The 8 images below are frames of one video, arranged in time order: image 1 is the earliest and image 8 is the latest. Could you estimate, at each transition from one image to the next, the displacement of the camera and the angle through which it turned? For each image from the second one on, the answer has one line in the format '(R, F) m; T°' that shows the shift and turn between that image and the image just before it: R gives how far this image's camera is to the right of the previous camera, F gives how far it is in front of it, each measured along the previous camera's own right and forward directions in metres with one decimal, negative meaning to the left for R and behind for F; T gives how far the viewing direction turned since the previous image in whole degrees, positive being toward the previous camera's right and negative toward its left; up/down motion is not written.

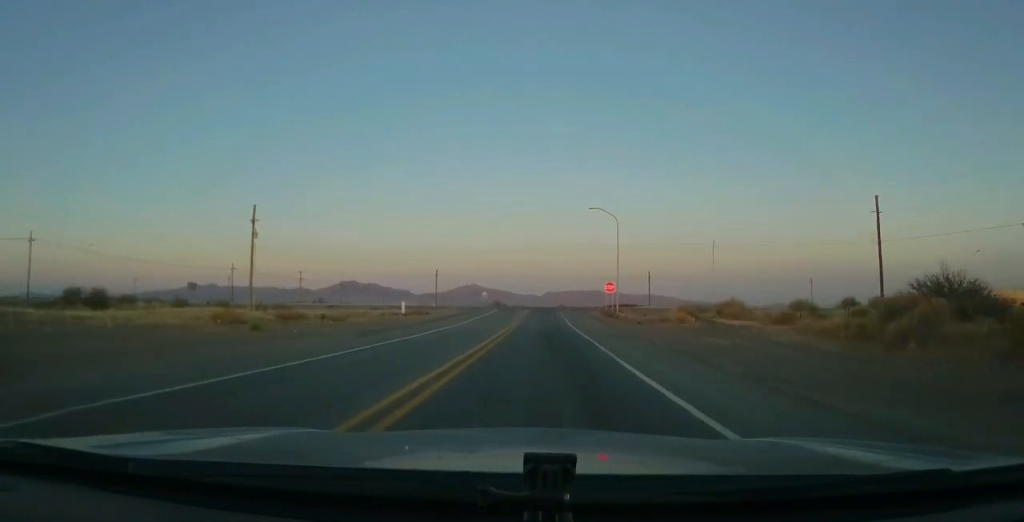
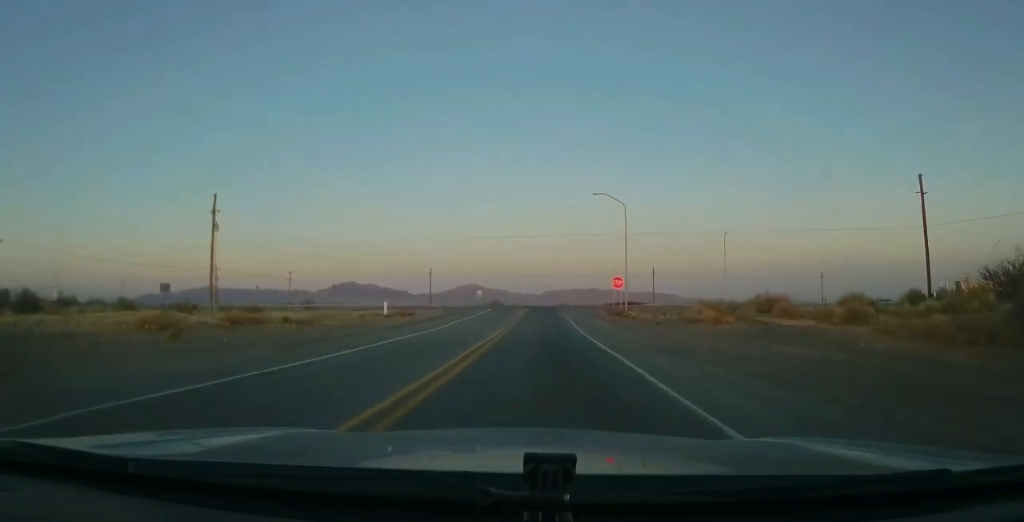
(0.0, +7.6) m; 0°
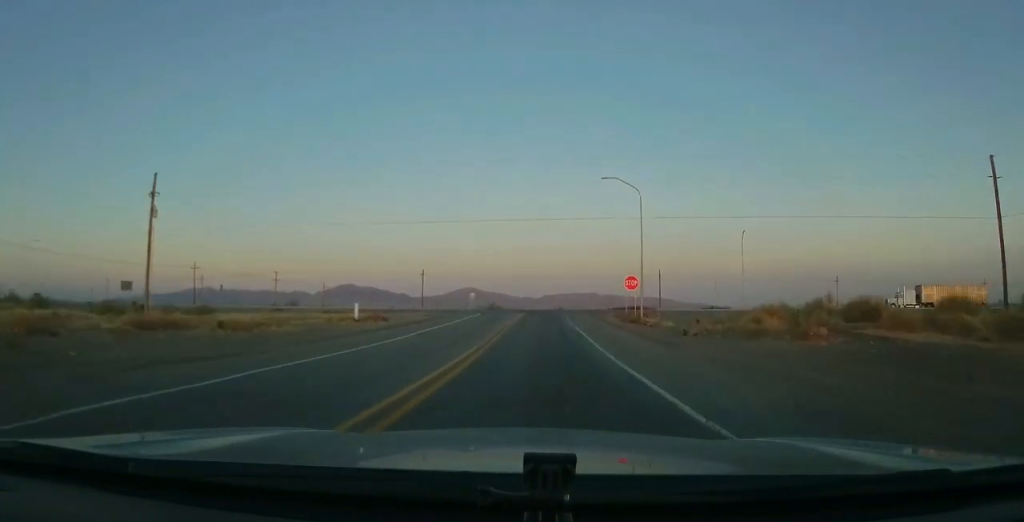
(0.0, +9.4) m; -1°
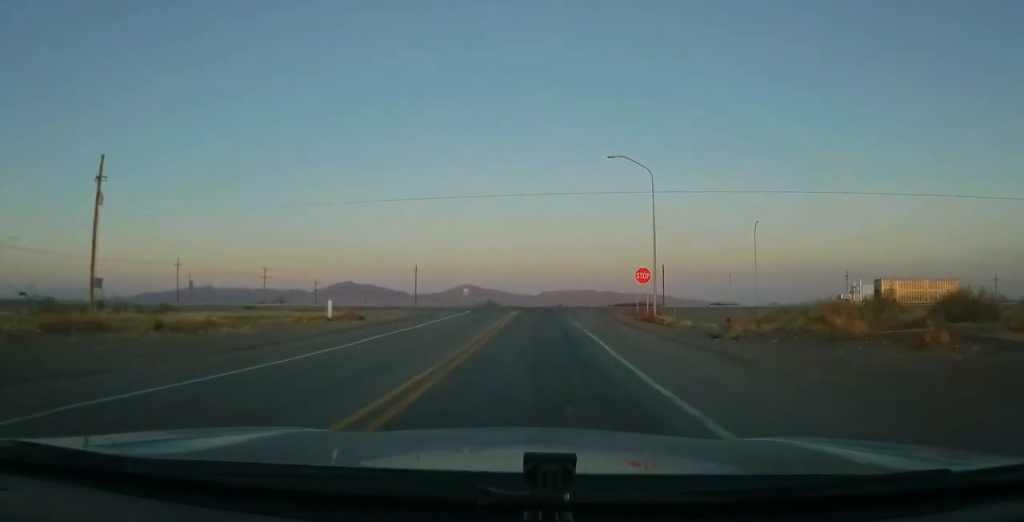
(+0.1, +6.3) m; -2°
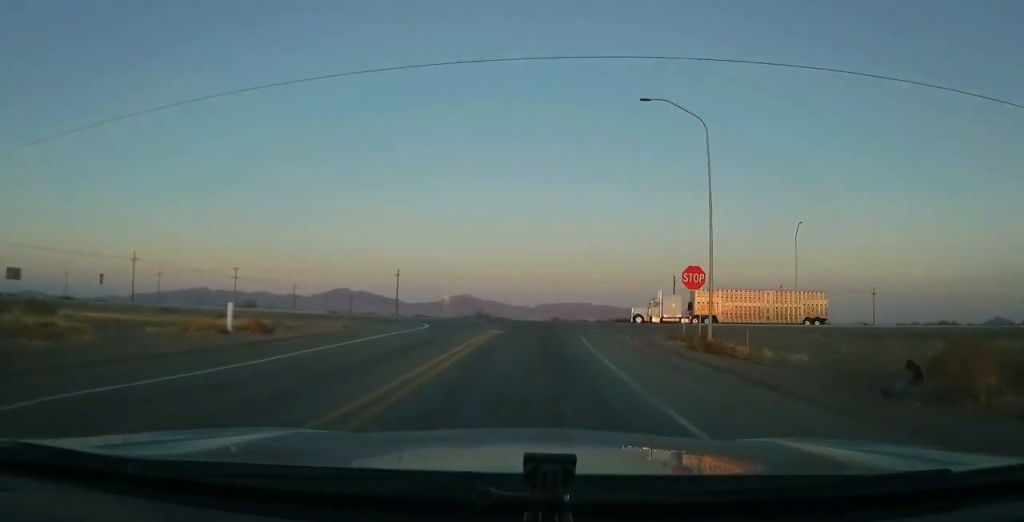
(-0.6, +14.8) m; -1°
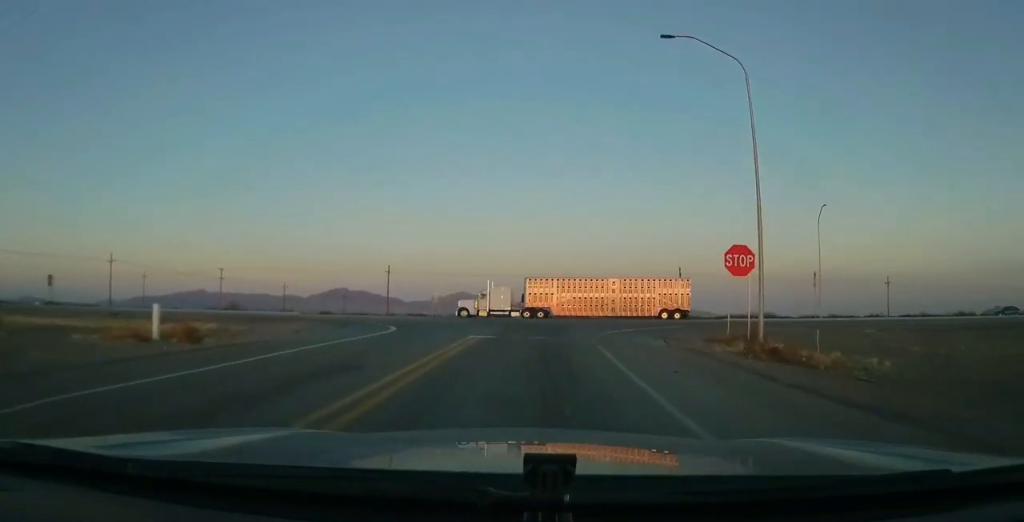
(+0.3, +6.8) m; +1°
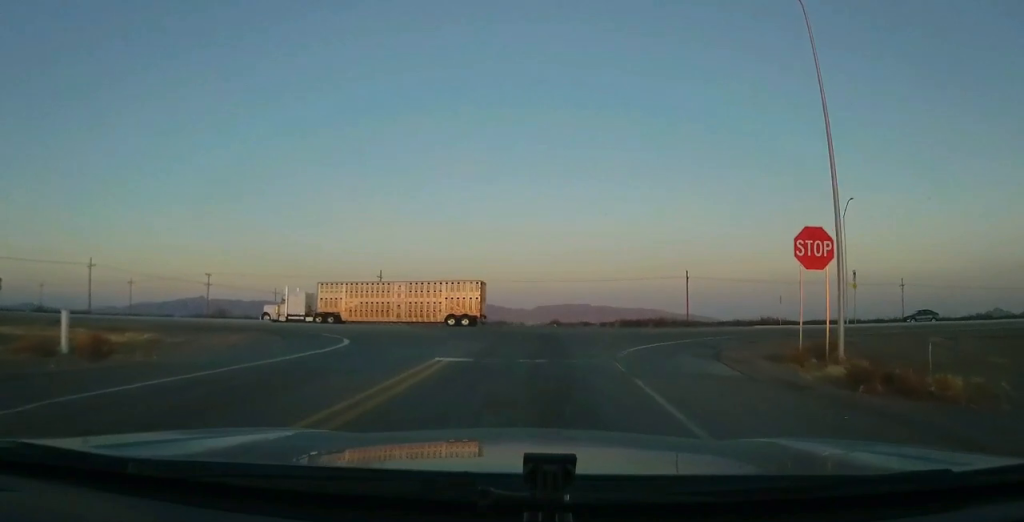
(-0.1, +5.8) m; +2°
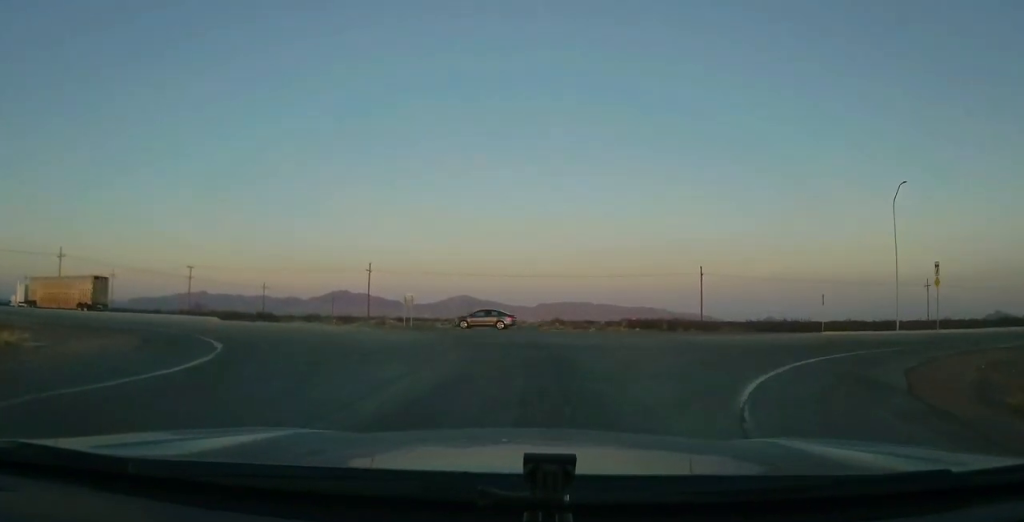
(+0.5, +8.5) m; 0°
